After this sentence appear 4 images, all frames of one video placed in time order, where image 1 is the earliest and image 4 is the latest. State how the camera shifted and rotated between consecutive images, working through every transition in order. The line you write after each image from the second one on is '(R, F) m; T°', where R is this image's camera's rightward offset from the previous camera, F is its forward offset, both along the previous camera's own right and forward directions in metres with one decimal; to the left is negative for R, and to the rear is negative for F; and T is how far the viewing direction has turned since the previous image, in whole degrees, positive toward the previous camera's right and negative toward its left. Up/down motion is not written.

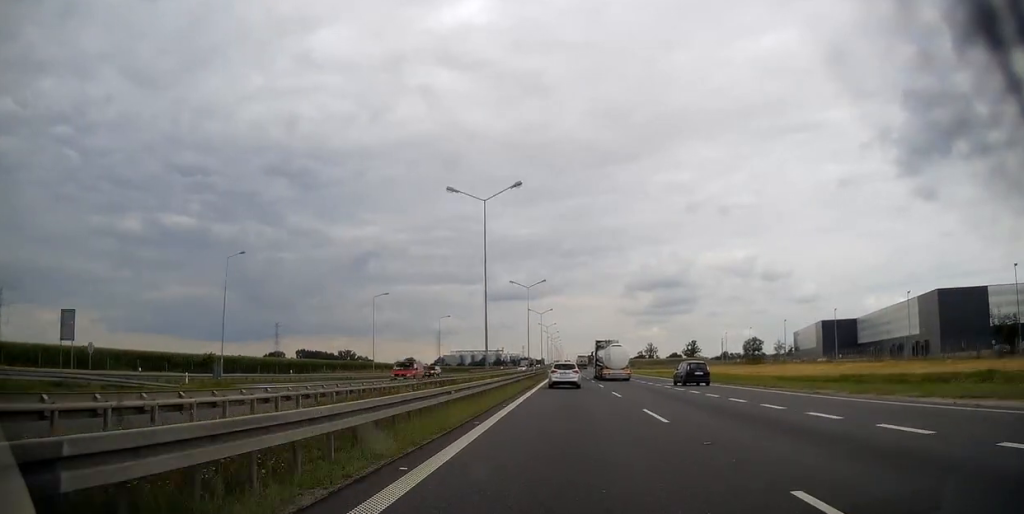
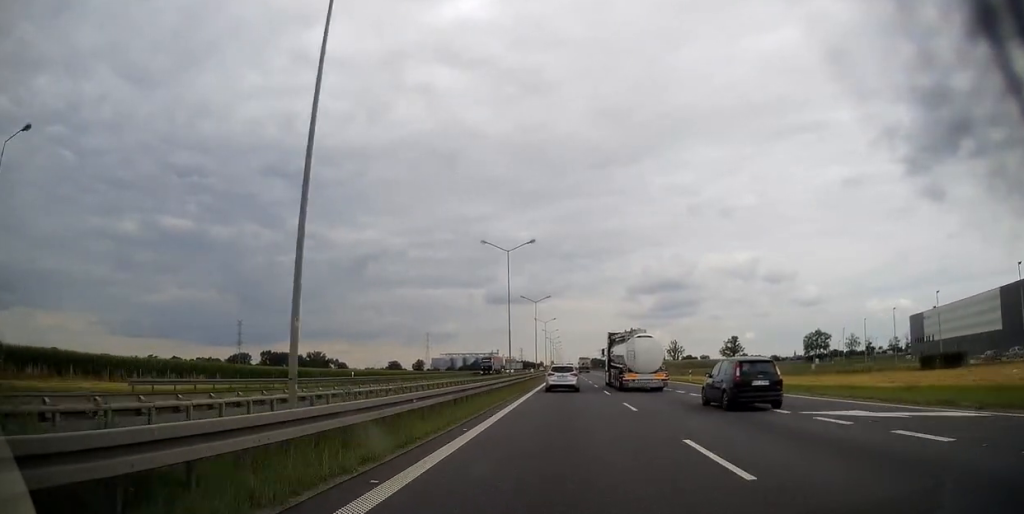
(+0.1, +103.0) m; 0°
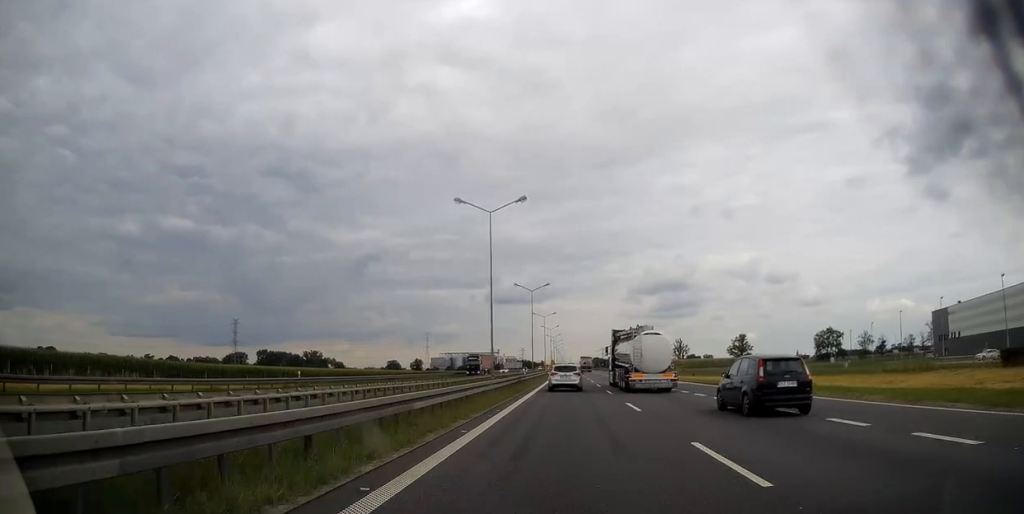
(0.0, +12.5) m; 0°
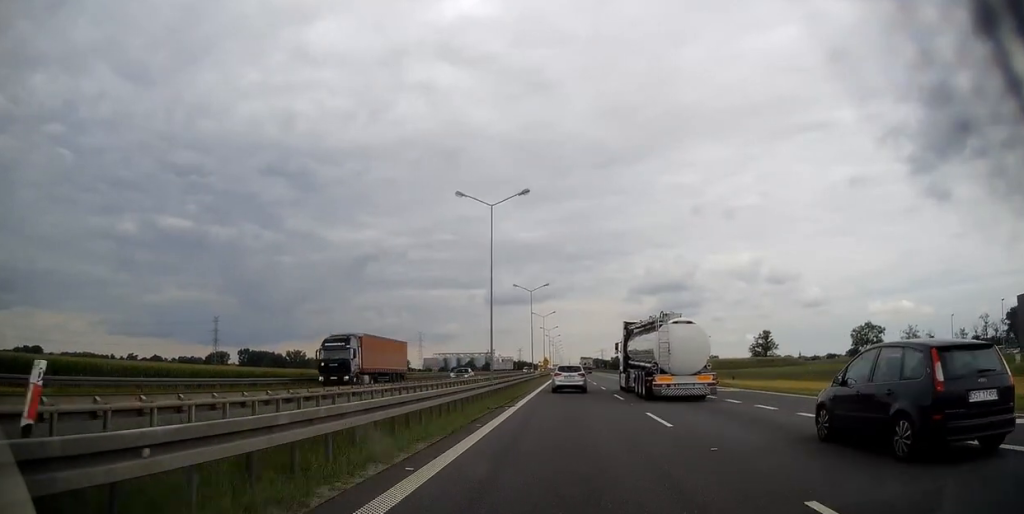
(0.0, +40.6) m; 0°
